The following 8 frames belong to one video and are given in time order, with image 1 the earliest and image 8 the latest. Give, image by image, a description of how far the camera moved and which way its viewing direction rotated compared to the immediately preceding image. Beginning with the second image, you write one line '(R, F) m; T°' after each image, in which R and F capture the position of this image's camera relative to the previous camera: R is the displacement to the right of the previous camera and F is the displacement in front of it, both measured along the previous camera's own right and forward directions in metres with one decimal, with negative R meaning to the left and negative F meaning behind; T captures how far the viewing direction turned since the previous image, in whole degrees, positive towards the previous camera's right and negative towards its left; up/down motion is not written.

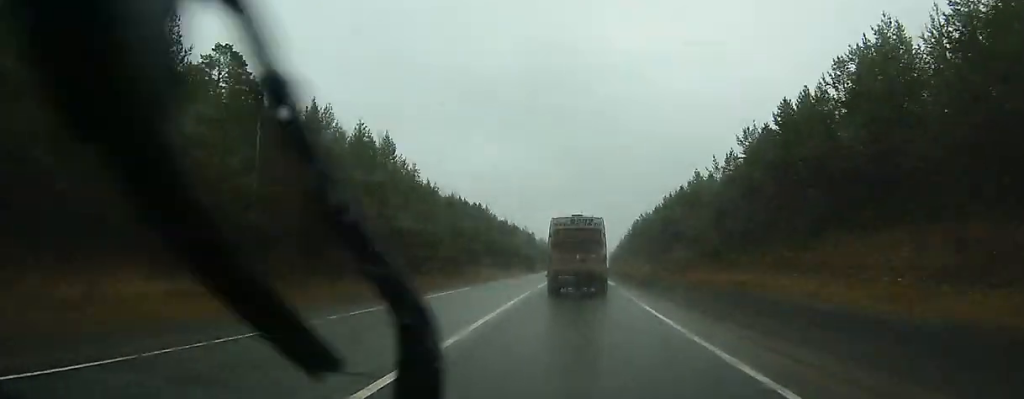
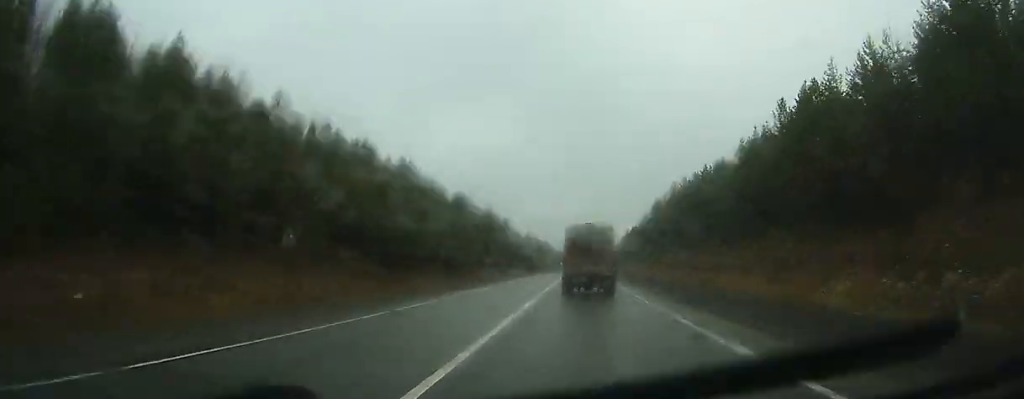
(+0.3, +78.8) m; 0°
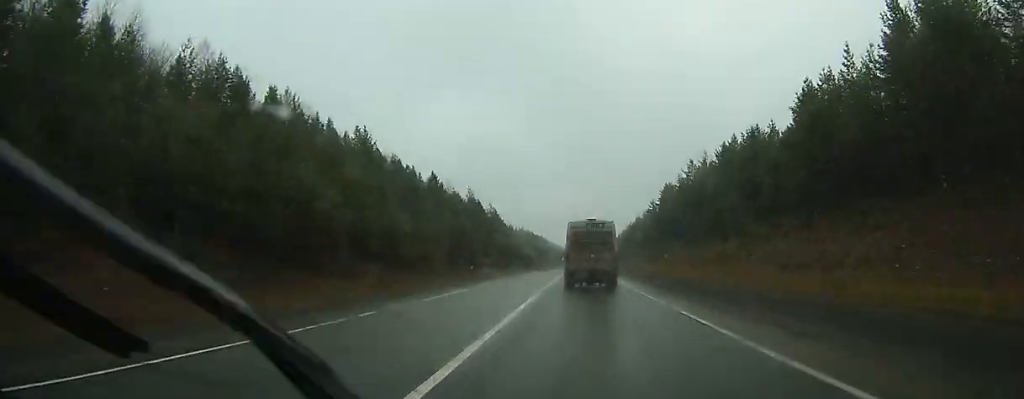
(0.0, +20.6) m; 0°
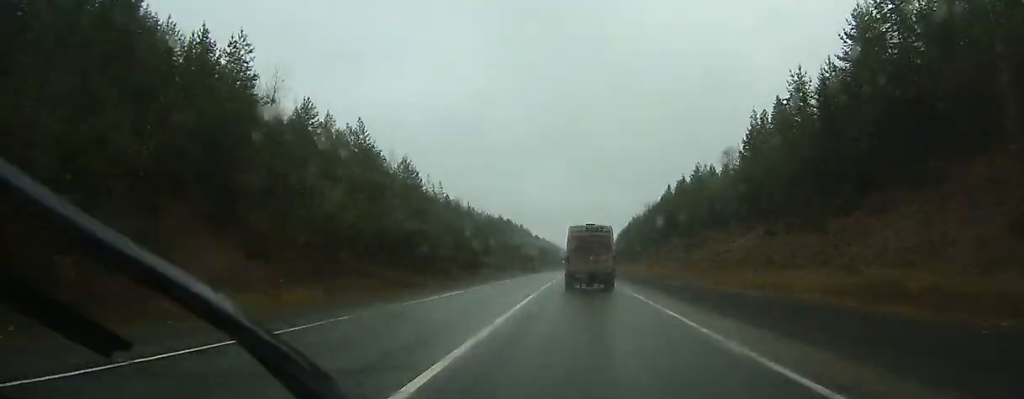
(+0.6, +104.1) m; +1°
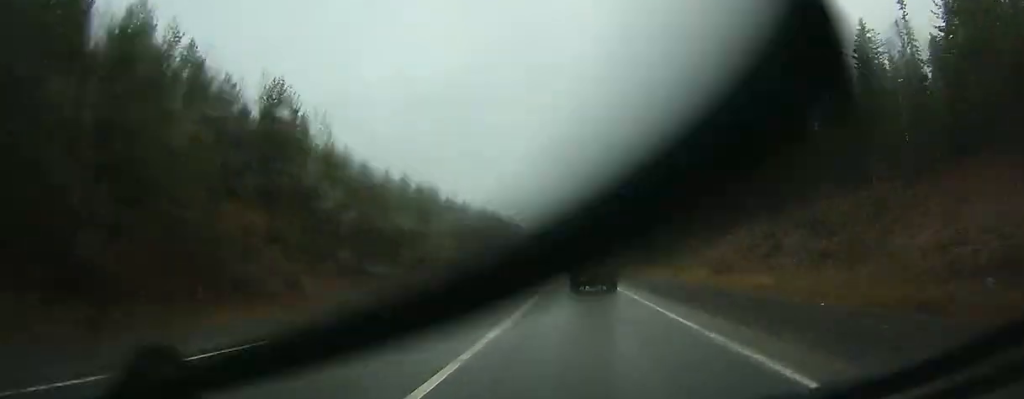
(+0.3, +47.3) m; 0°
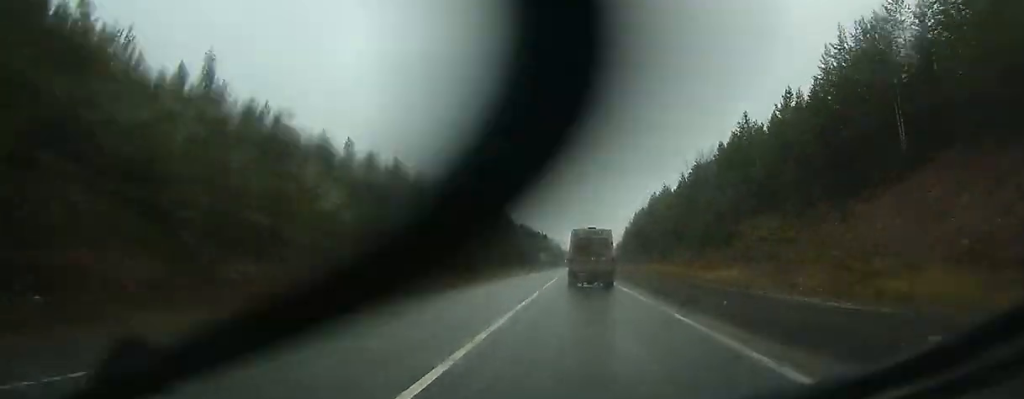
(-0.1, +35.9) m; 0°
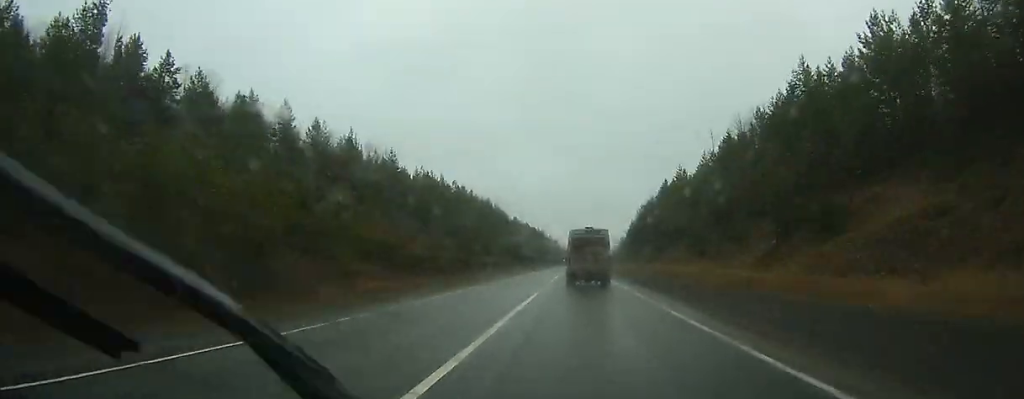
(0.0, +25.0) m; 0°
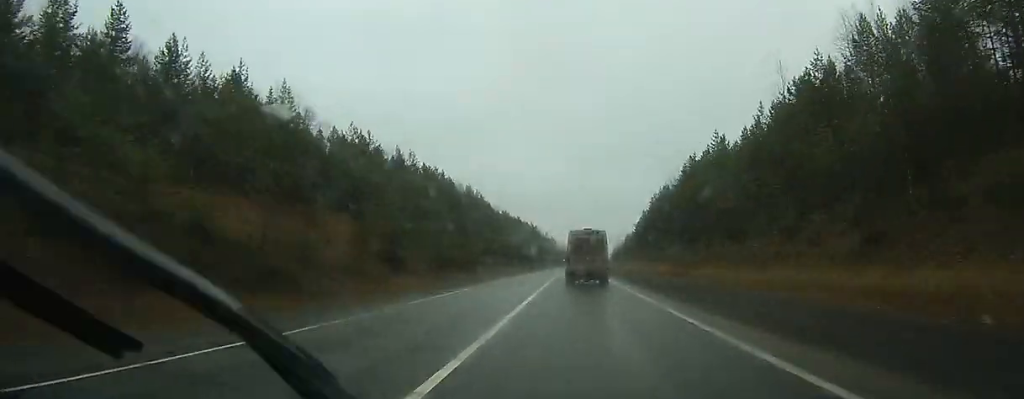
(-0.2, +35.3) m; 0°
